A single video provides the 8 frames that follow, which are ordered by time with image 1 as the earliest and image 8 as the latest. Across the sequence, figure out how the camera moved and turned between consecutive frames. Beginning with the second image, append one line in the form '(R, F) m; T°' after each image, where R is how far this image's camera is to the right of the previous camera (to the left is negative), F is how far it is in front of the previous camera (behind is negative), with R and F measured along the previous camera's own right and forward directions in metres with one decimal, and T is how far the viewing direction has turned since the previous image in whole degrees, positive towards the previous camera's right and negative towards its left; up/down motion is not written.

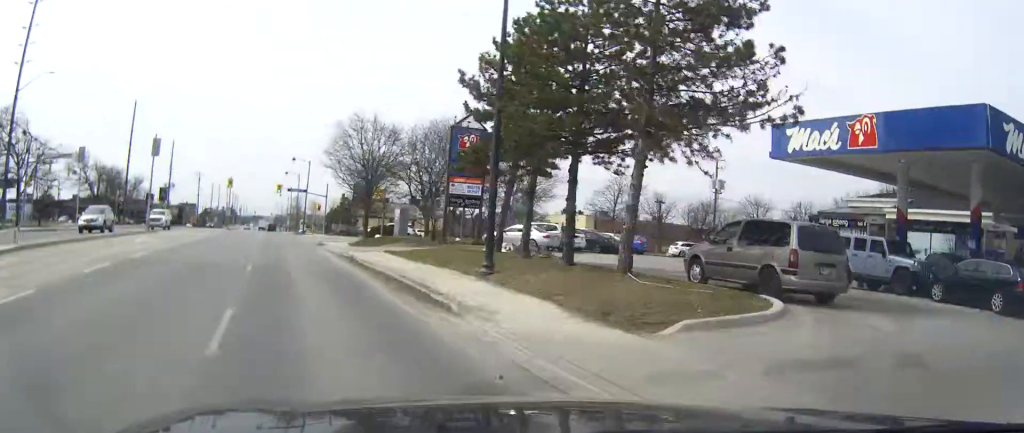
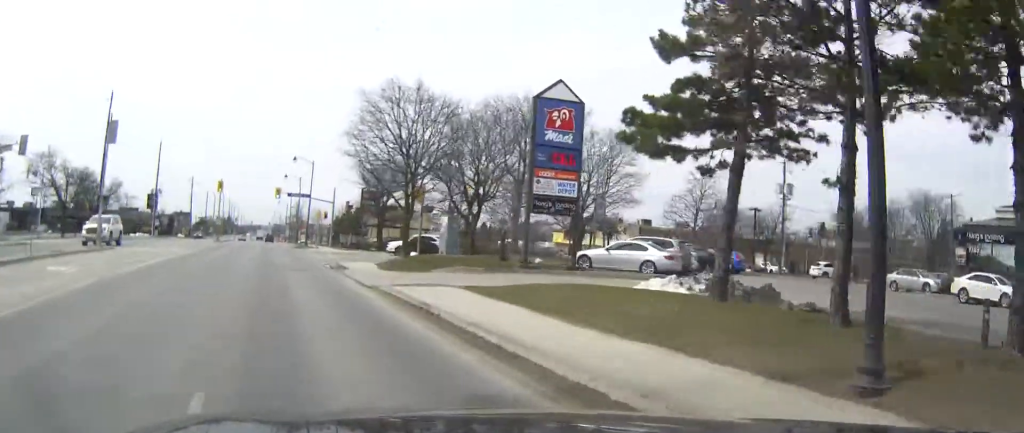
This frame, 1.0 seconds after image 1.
(0.0, +13.7) m; 0°
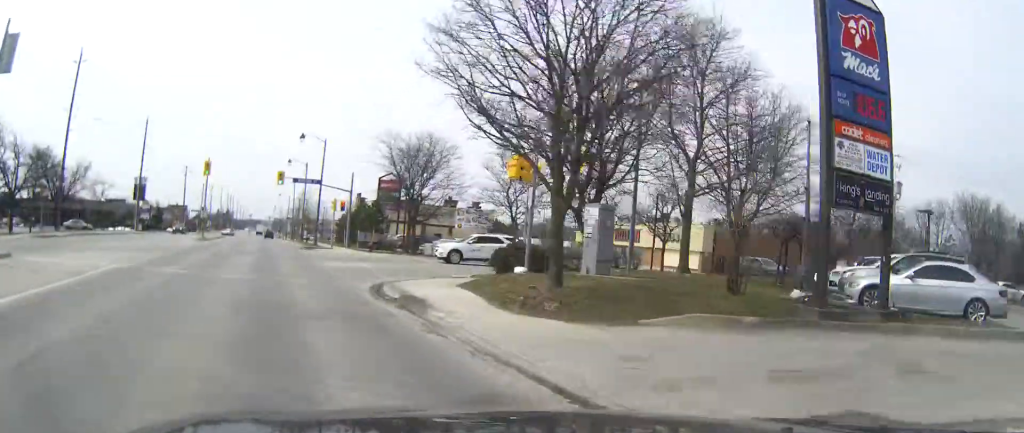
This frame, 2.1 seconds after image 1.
(+0.1, +16.2) m; 0°
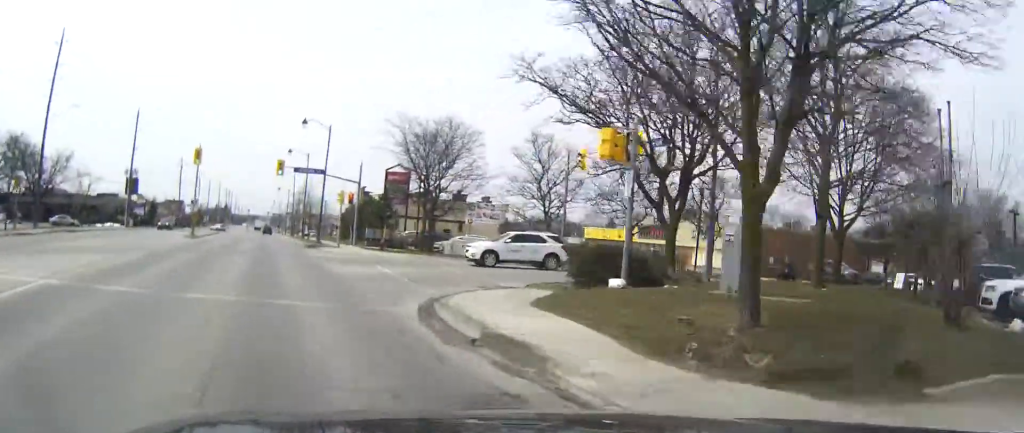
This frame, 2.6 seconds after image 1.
(0.0, +6.4) m; 0°
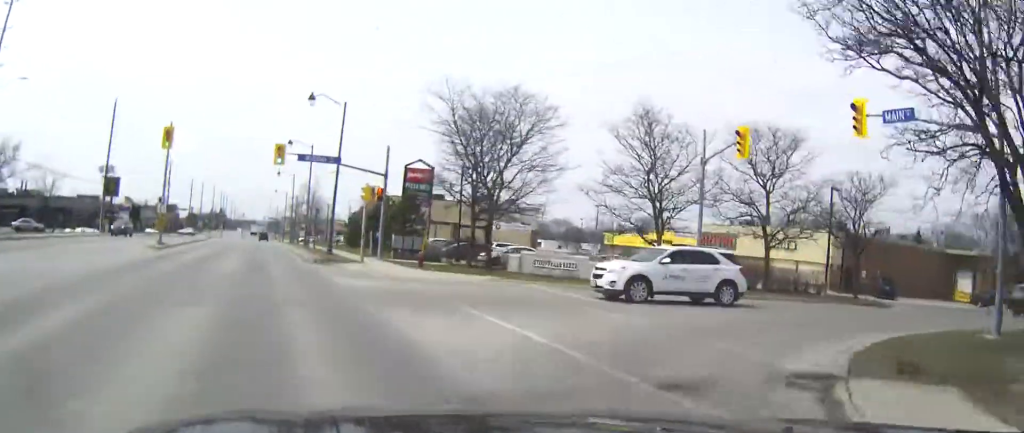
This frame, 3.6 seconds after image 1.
(-0.1, +13.7) m; 0°
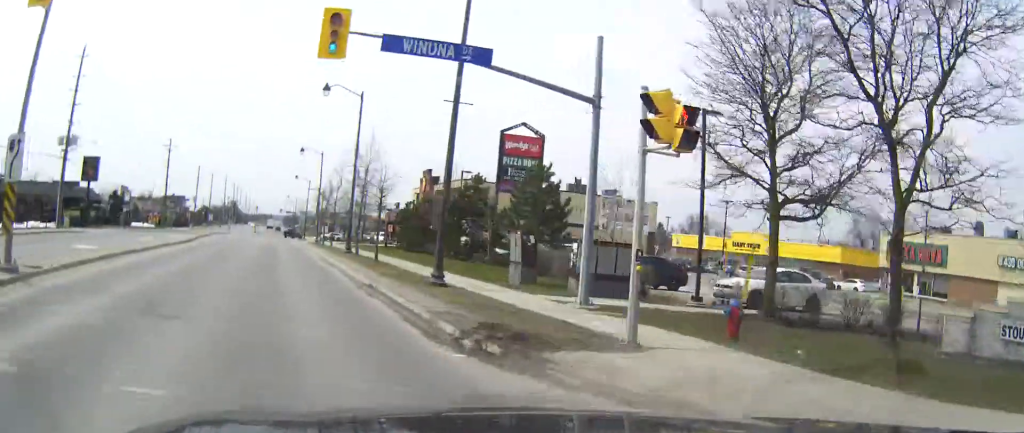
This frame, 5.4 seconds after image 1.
(-0.1, +24.4) m; -1°
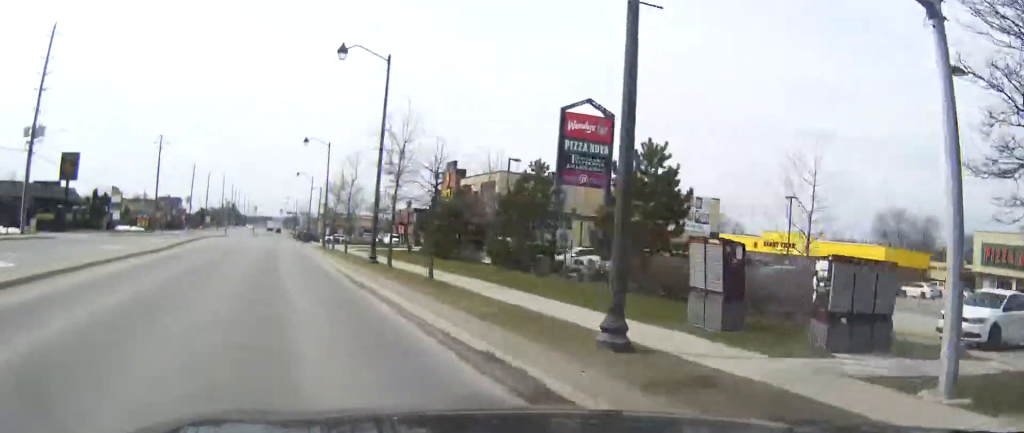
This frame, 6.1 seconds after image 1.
(-0.1, +9.7) m; 0°
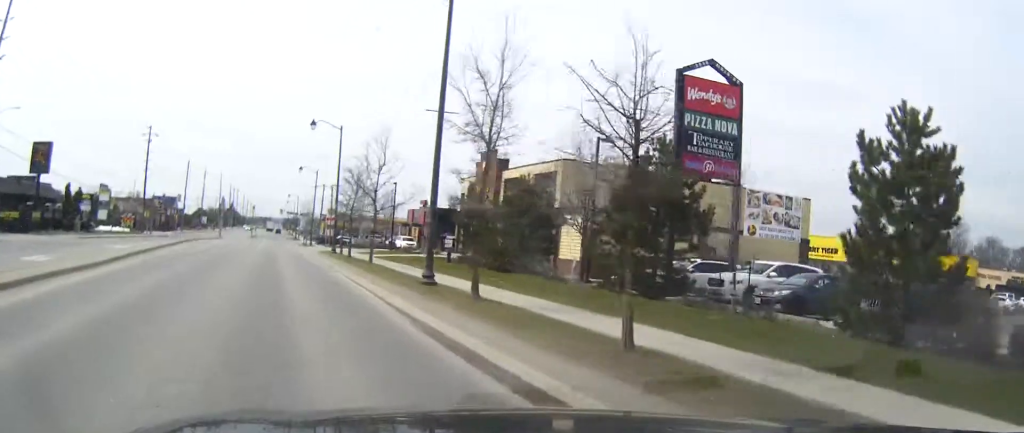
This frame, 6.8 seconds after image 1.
(0.0, +10.7) m; 0°
